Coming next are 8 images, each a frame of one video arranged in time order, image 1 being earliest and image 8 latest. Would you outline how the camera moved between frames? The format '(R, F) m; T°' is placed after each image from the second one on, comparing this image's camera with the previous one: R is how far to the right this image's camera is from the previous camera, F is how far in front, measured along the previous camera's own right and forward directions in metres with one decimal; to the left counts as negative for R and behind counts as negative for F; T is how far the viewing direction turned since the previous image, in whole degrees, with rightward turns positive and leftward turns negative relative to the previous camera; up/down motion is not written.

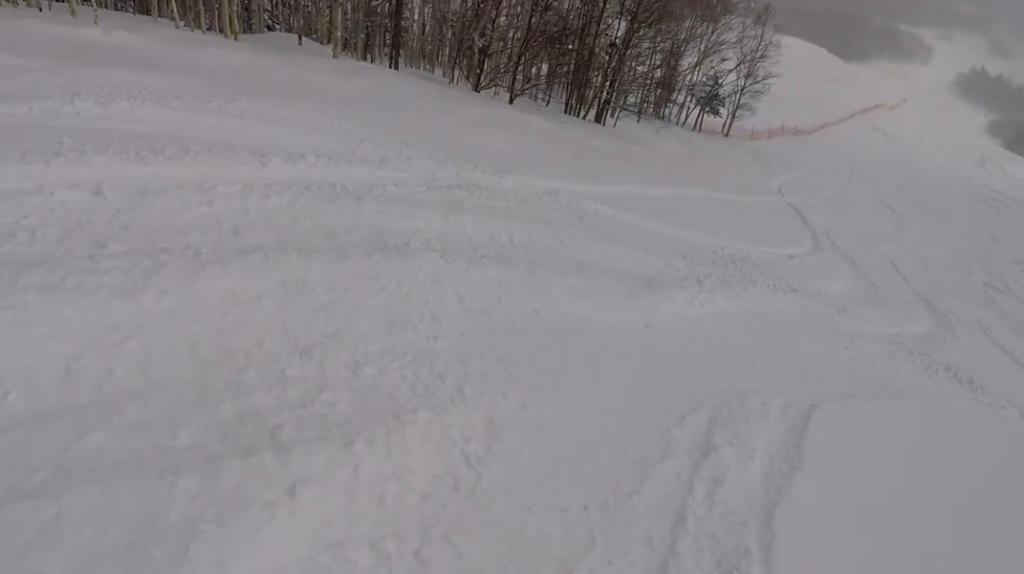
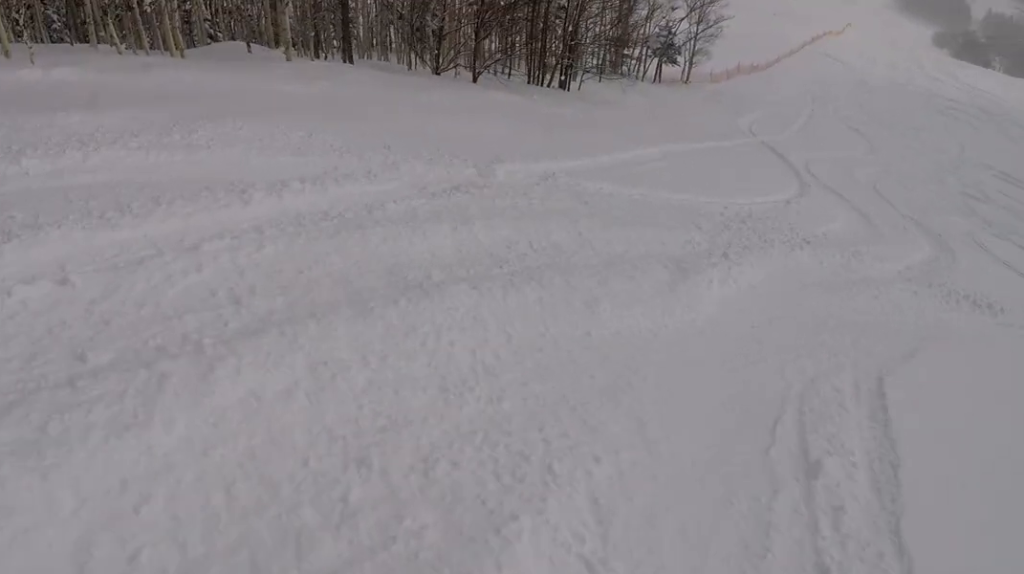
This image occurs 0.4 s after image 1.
(+0.3, +1.4) m; +13°
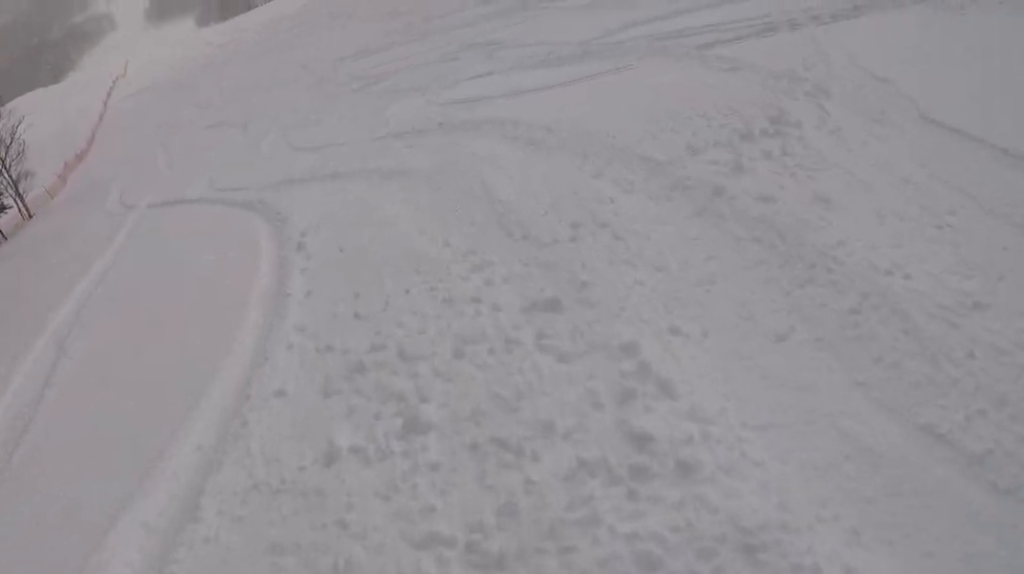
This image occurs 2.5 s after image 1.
(+4.5, +8.4) m; +48°
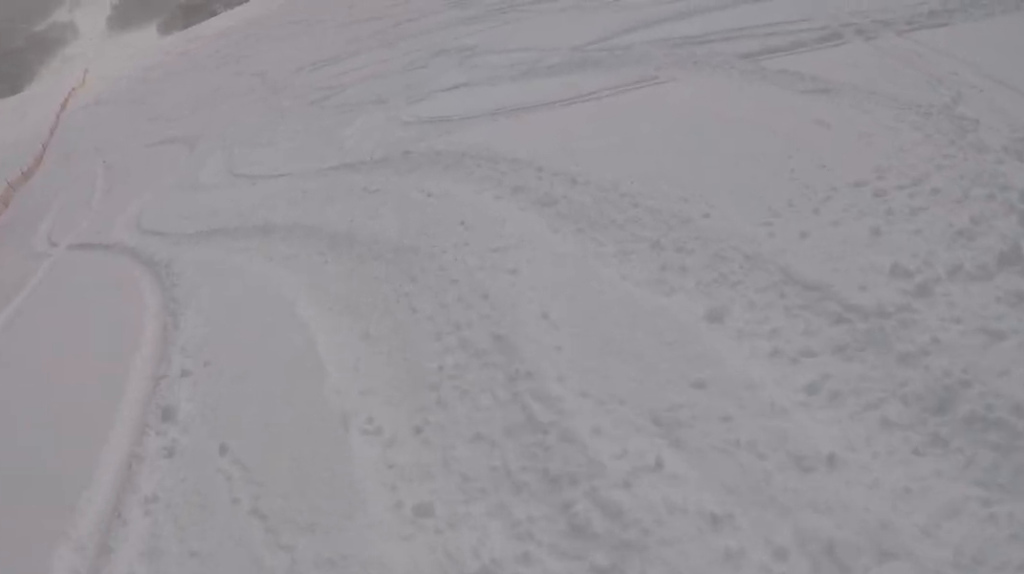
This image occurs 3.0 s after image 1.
(-0.1, +3.1) m; +13°
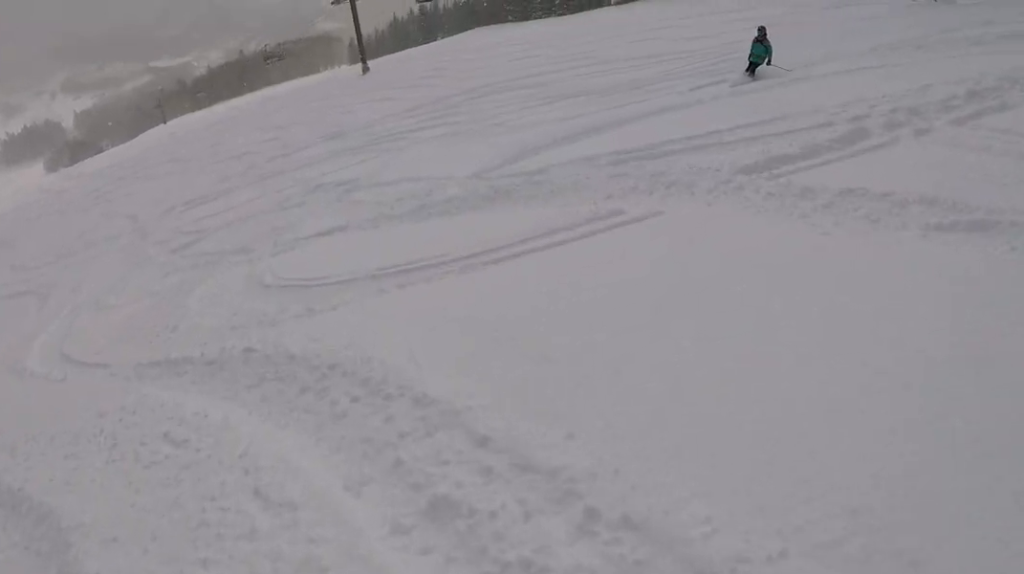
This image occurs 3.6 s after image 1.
(+0.8, +3.3) m; +6°
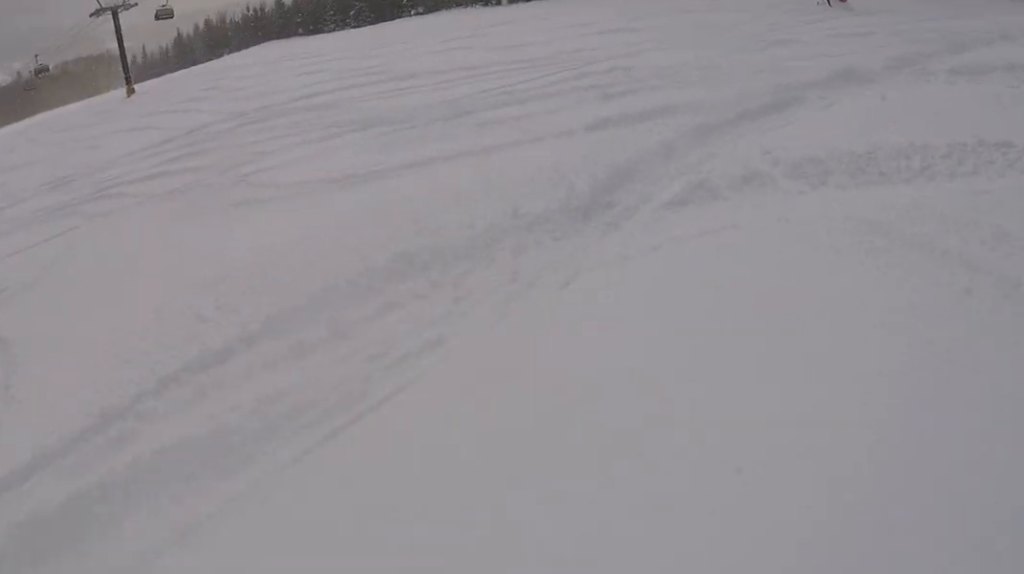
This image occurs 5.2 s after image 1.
(+0.3, +10.4) m; -5°
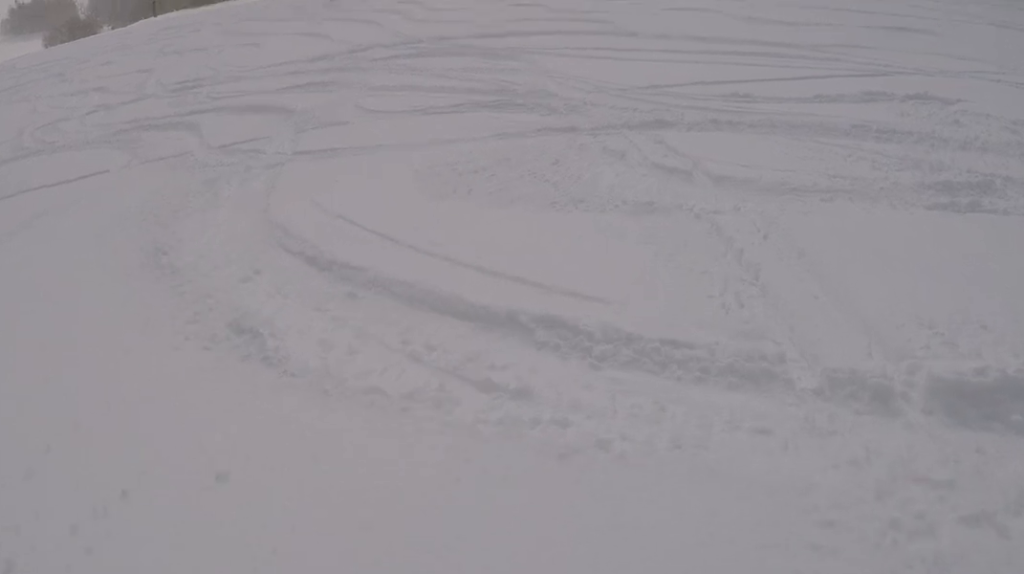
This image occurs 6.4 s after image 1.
(-0.1, +8.2) m; -4°
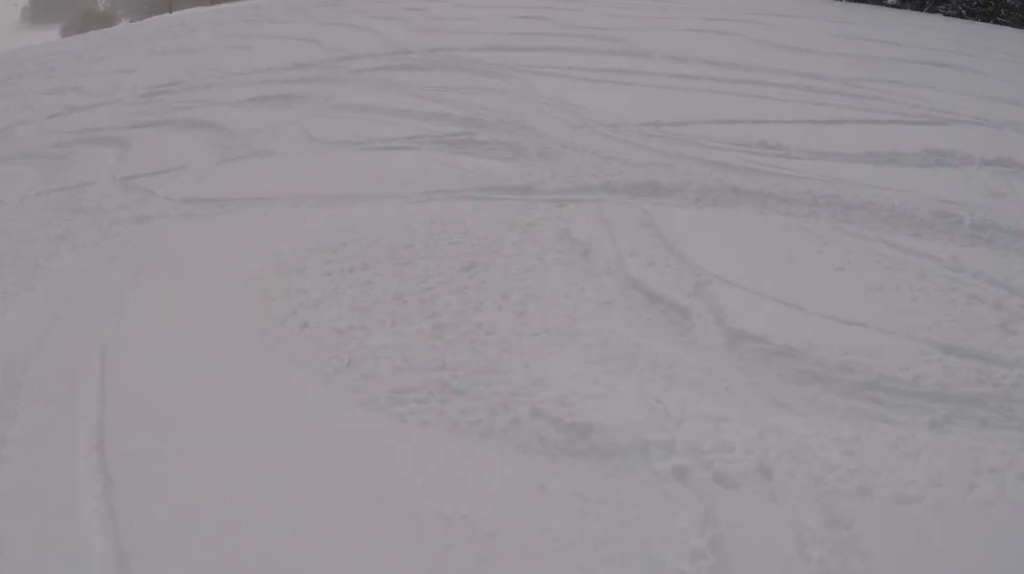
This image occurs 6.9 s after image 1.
(+0.1, +3.8) m; -5°
